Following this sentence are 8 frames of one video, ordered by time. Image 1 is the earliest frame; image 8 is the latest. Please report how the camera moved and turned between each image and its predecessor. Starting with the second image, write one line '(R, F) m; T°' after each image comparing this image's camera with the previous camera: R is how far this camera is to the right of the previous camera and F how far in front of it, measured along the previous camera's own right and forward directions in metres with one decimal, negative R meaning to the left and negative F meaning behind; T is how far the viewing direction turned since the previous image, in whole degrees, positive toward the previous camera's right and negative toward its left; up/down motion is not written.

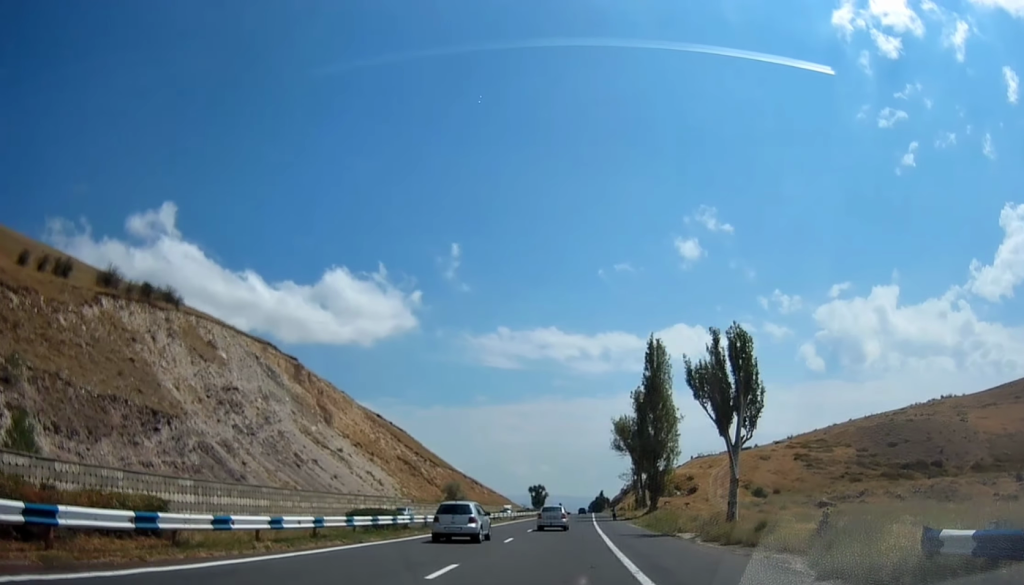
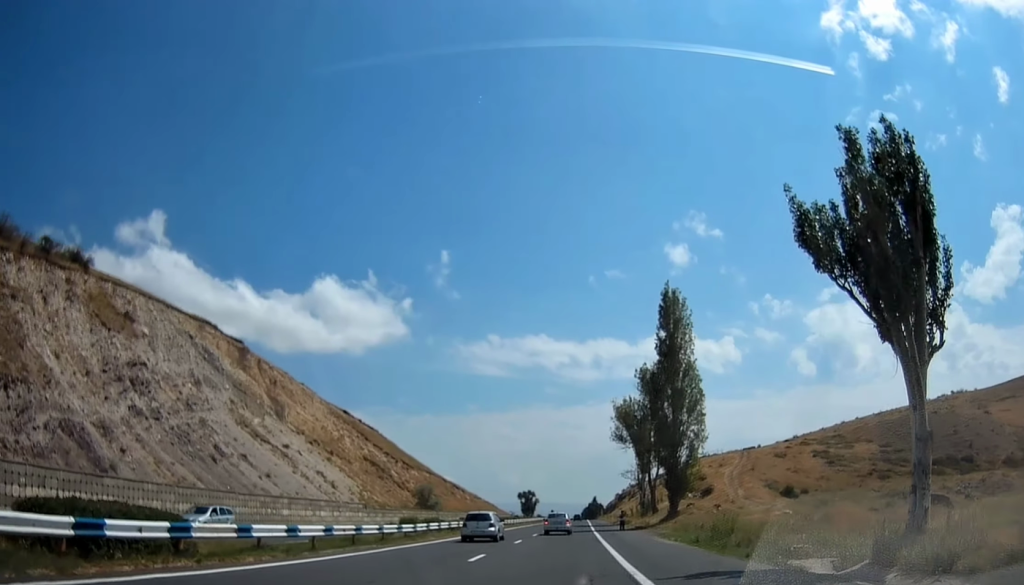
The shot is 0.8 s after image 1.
(+0.1, +19.9) m; 0°
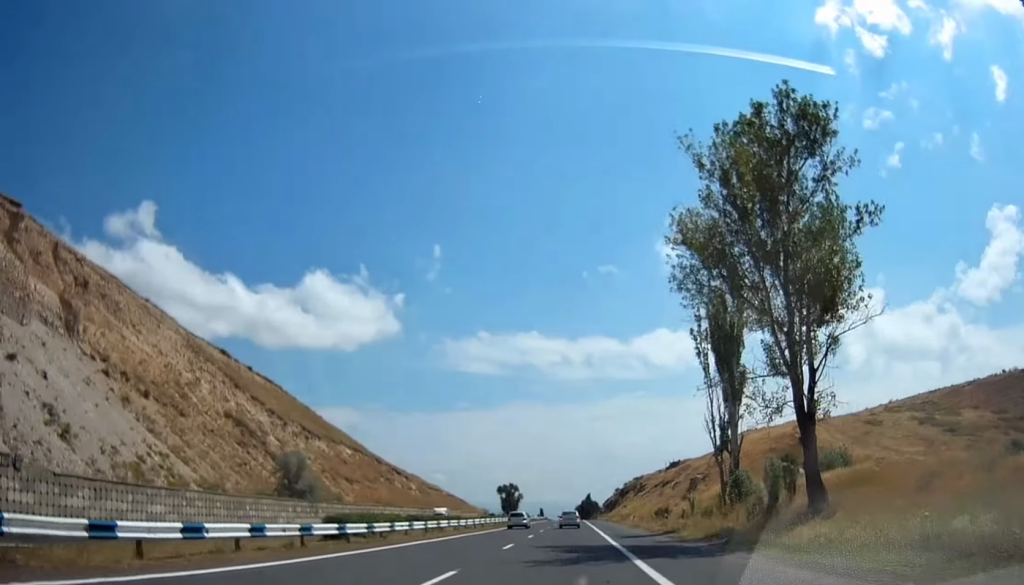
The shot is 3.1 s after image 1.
(+1.3, +55.5) m; +2°
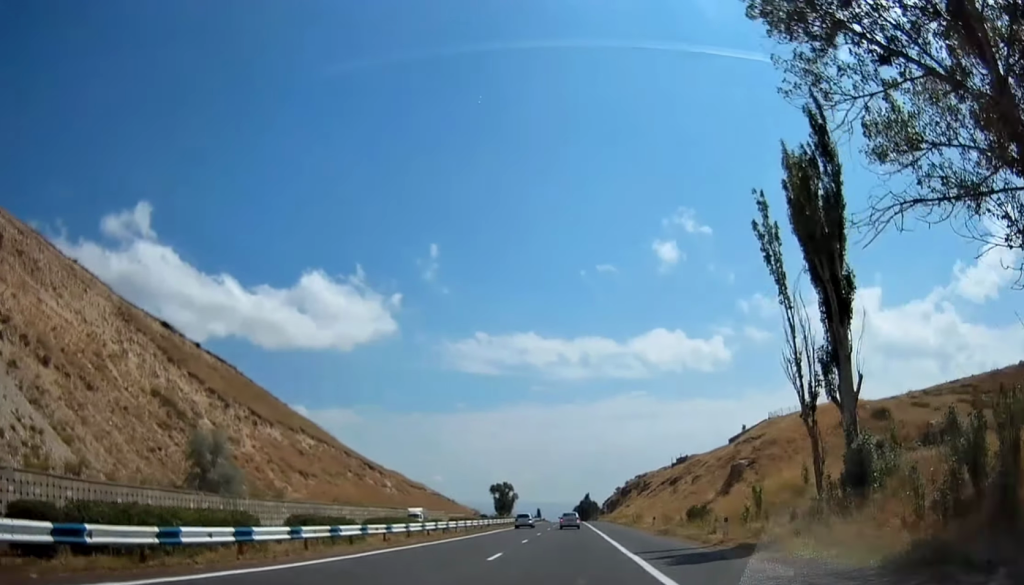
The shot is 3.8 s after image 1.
(-0.2, +16.4) m; 0°
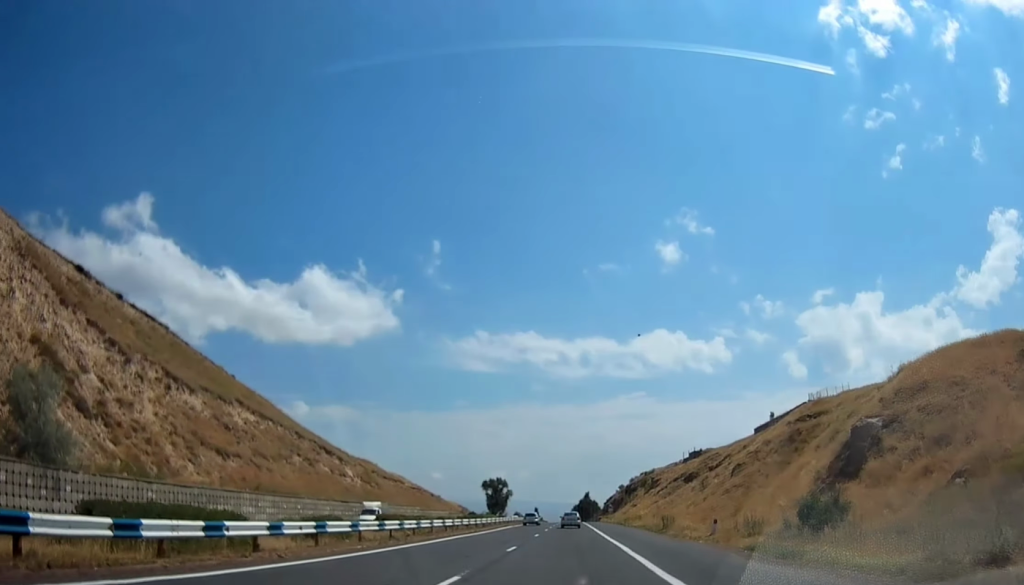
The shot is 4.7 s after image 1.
(0.0, +20.2) m; 0°
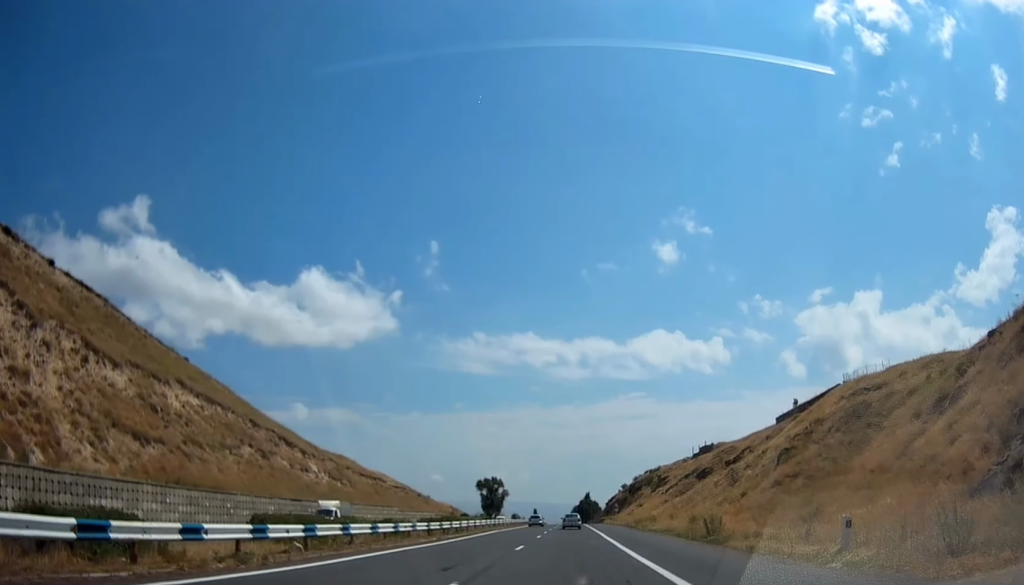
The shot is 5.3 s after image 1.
(+0.3, +13.6) m; 0°
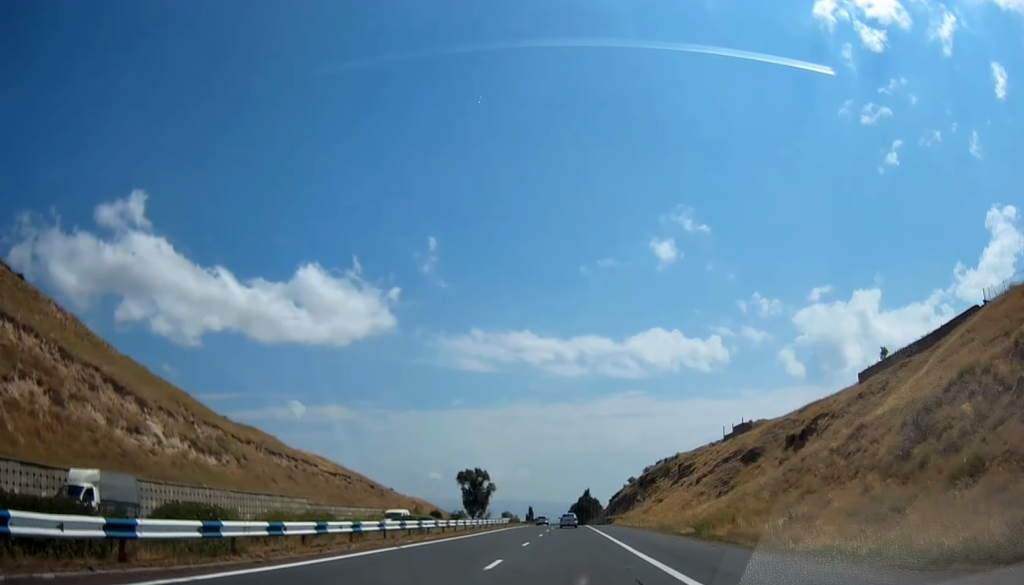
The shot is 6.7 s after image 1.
(-0.3, +33.4) m; 0°
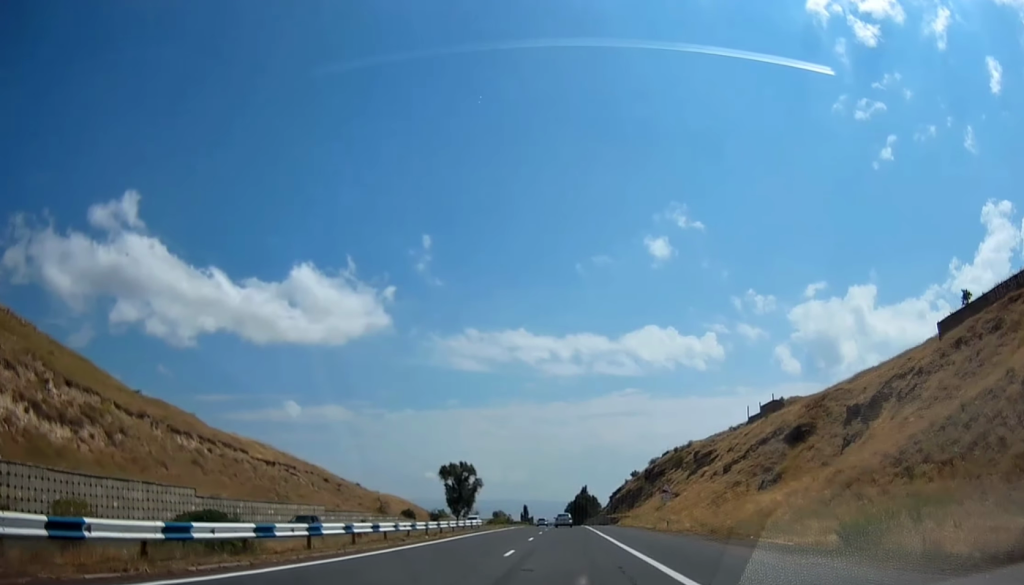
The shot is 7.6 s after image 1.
(+0.2, +19.9) m; 0°
